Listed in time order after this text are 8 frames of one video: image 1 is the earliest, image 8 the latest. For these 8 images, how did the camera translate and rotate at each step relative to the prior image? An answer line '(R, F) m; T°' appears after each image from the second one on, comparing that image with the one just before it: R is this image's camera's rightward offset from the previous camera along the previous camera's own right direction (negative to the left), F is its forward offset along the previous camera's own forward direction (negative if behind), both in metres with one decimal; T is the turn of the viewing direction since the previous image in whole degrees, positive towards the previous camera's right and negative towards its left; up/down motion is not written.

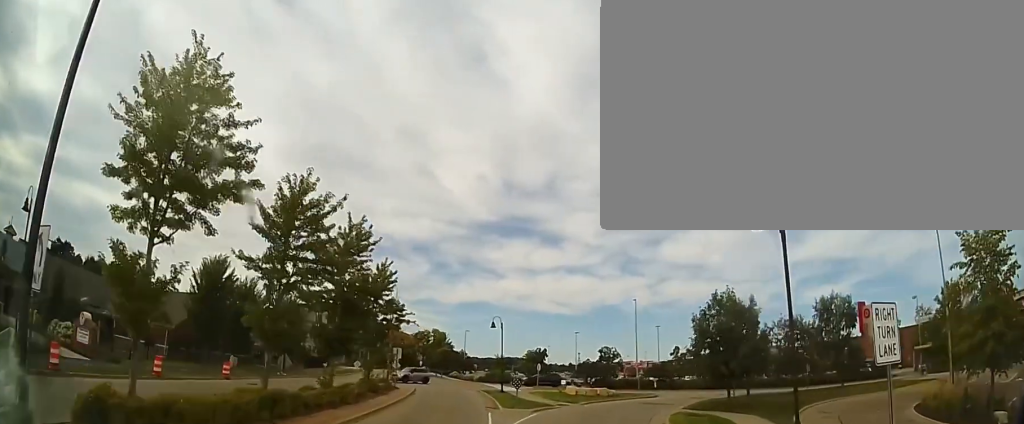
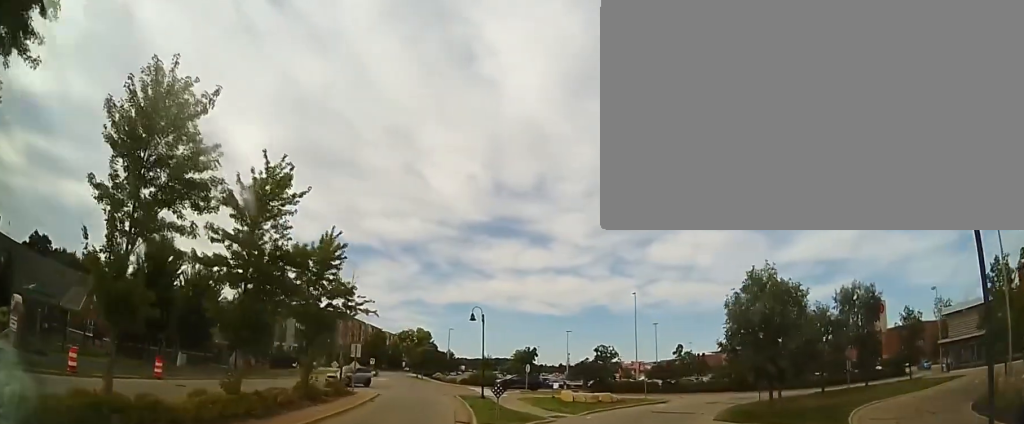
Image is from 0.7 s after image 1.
(+0.3, +5.9) m; +3°
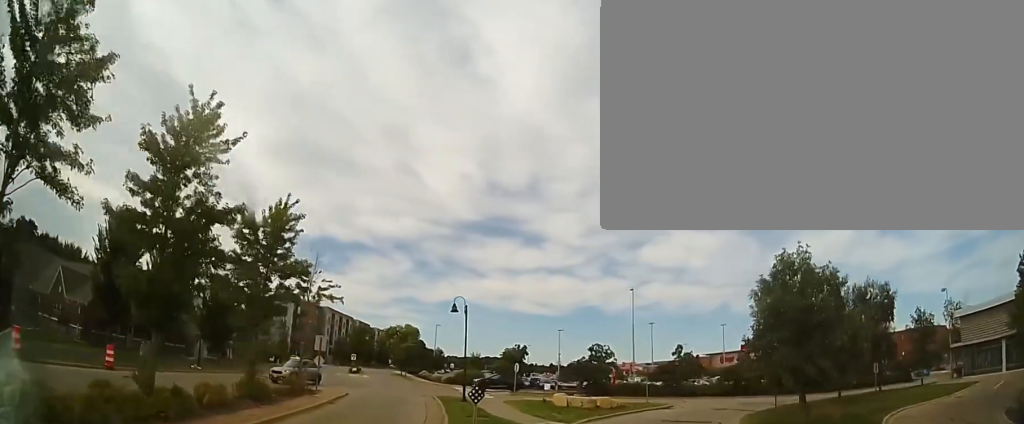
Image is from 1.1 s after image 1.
(+0.1, +3.6) m; +2°
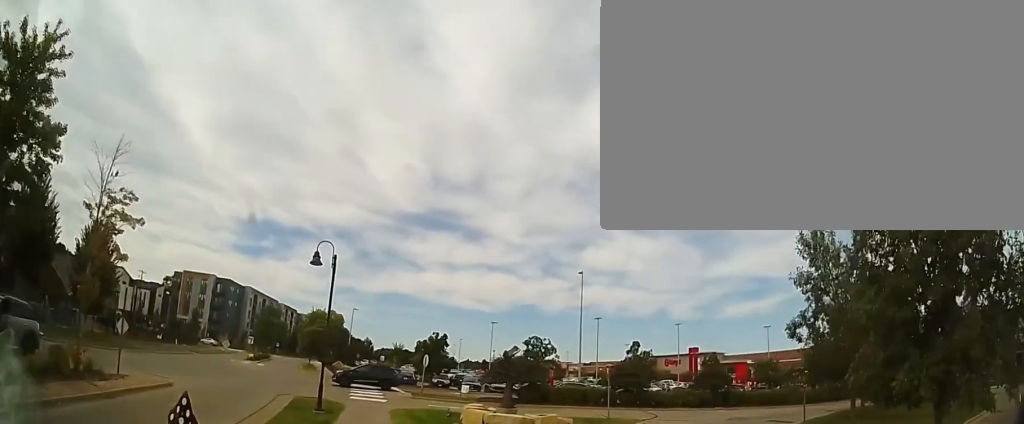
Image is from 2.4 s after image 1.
(+0.6, +10.1) m; +11°
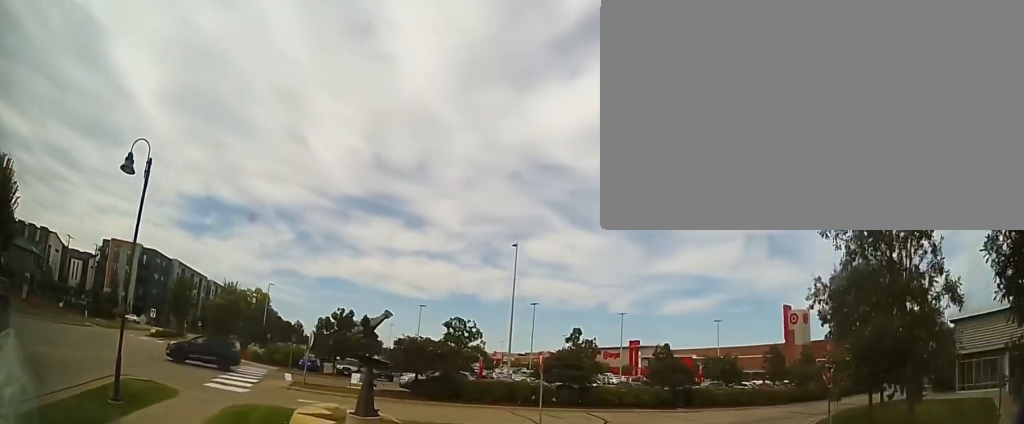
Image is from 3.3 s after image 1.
(+0.6, +6.6) m; +9°
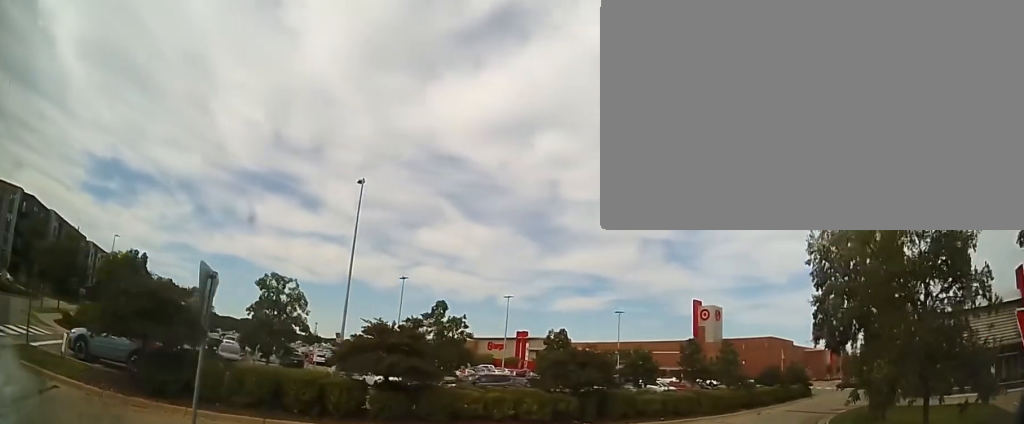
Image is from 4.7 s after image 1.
(+0.7, +10.7) m; +12°
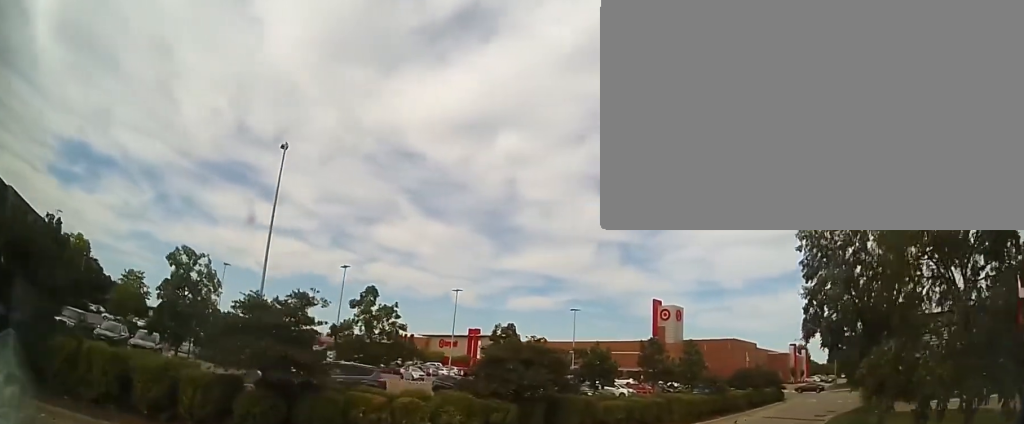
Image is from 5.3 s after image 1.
(0.0, +3.7) m; +7°
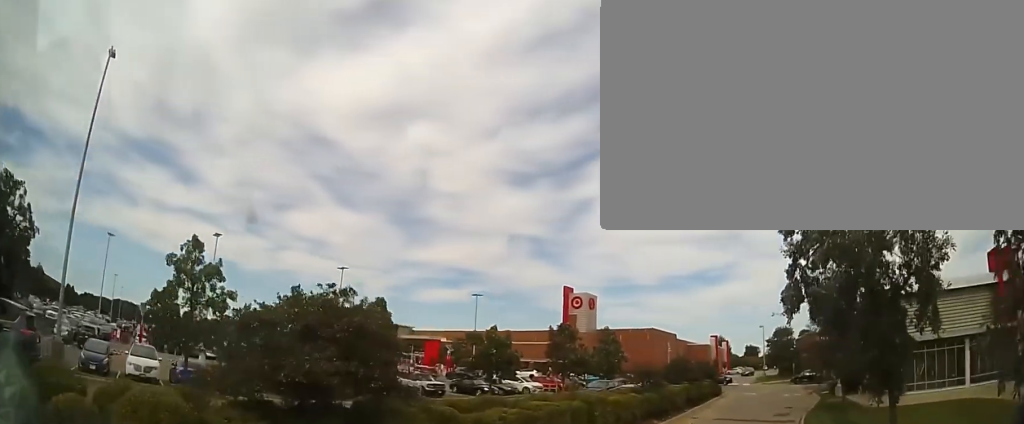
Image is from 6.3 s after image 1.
(+1.3, +6.5) m; +16°
